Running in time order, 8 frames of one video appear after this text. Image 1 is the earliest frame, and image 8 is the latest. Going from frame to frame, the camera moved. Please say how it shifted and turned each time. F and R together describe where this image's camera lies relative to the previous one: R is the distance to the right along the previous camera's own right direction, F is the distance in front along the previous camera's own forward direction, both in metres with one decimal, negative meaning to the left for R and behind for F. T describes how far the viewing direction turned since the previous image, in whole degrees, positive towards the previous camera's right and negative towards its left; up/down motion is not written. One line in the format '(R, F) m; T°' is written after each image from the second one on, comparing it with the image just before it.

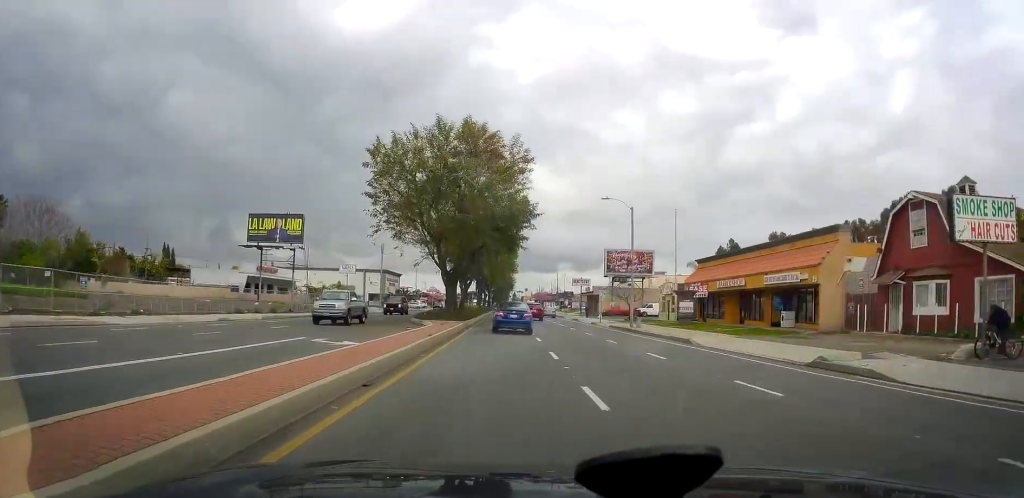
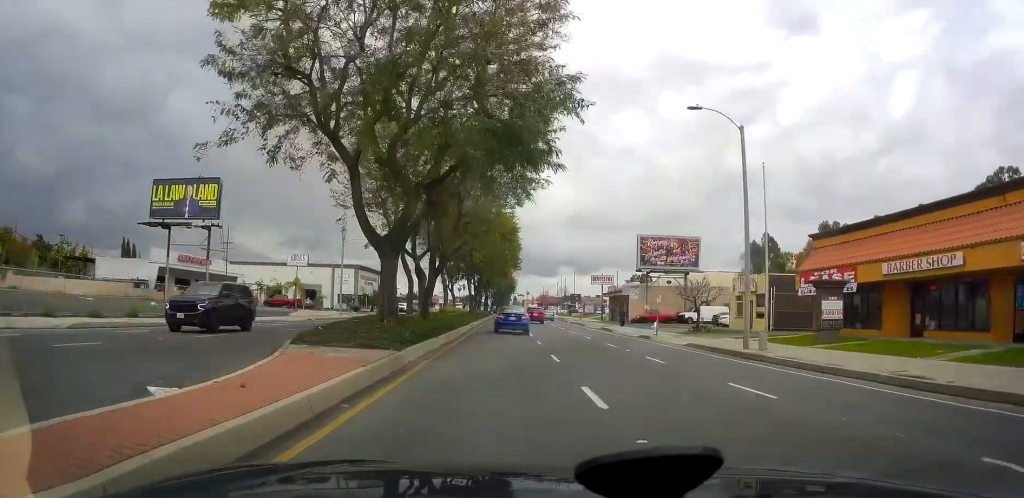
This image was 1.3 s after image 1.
(0.0, +21.5) m; 0°
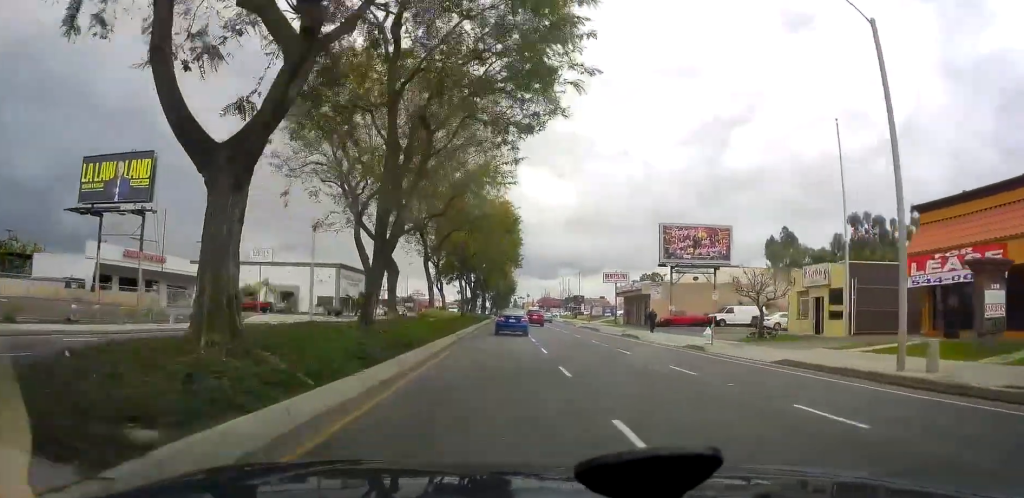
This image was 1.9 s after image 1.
(+0.1, +10.2) m; -1°
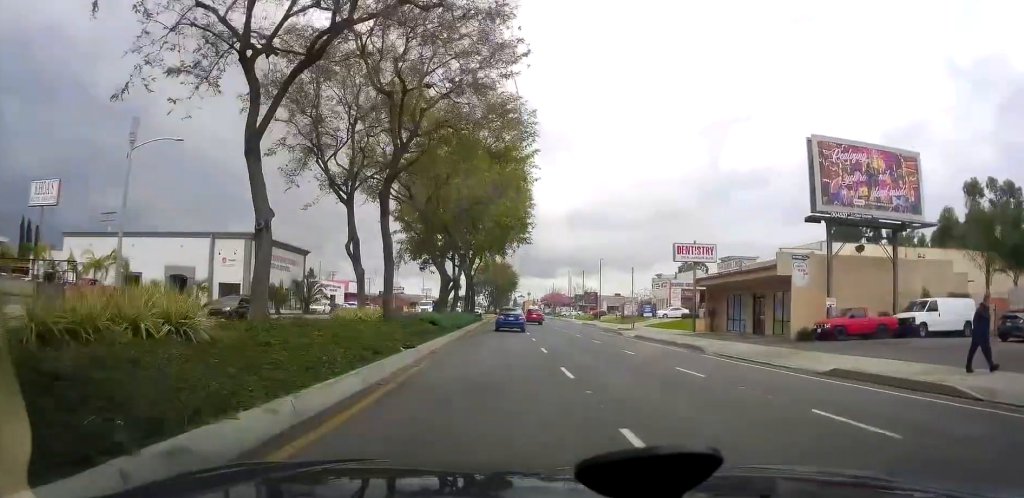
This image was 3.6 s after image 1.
(-0.2, +30.0) m; +1°
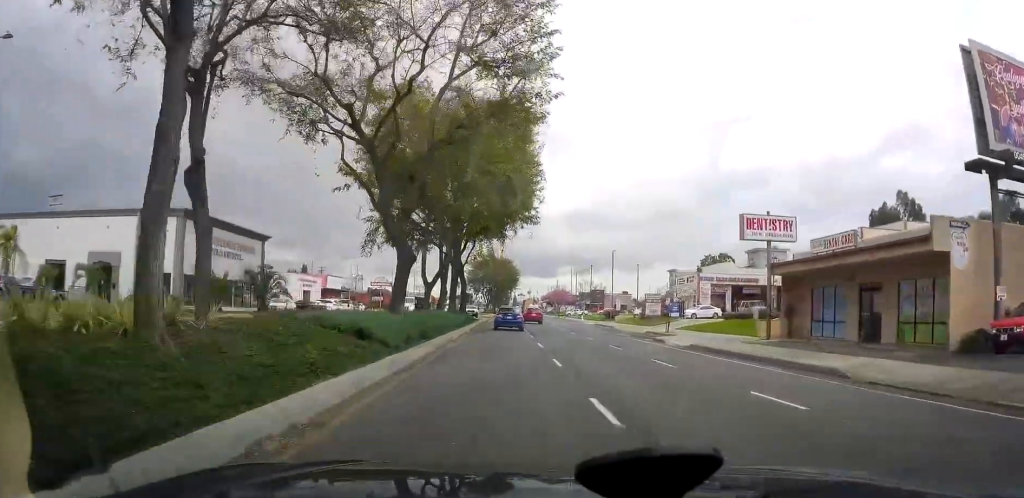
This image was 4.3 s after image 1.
(+0.1, +12.2) m; +1°
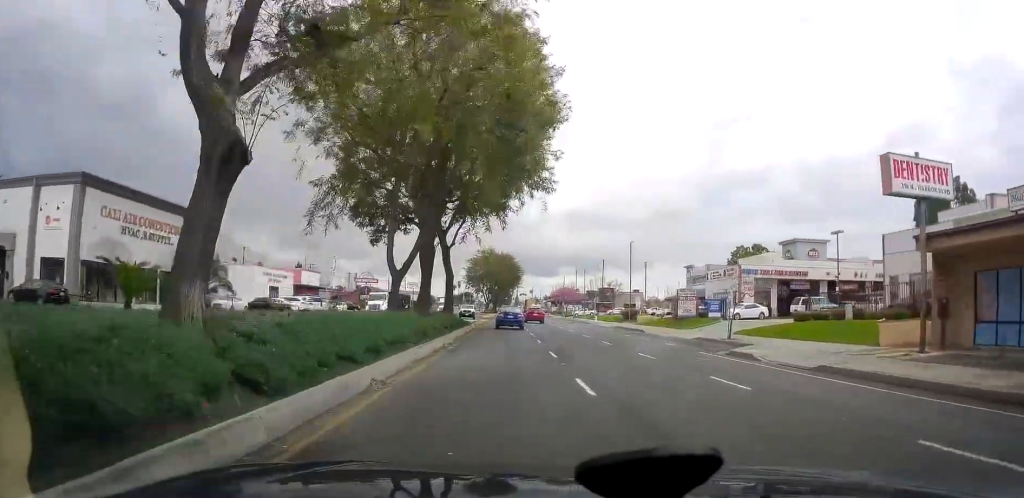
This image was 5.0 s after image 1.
(0.0, +12.2) m; 0°
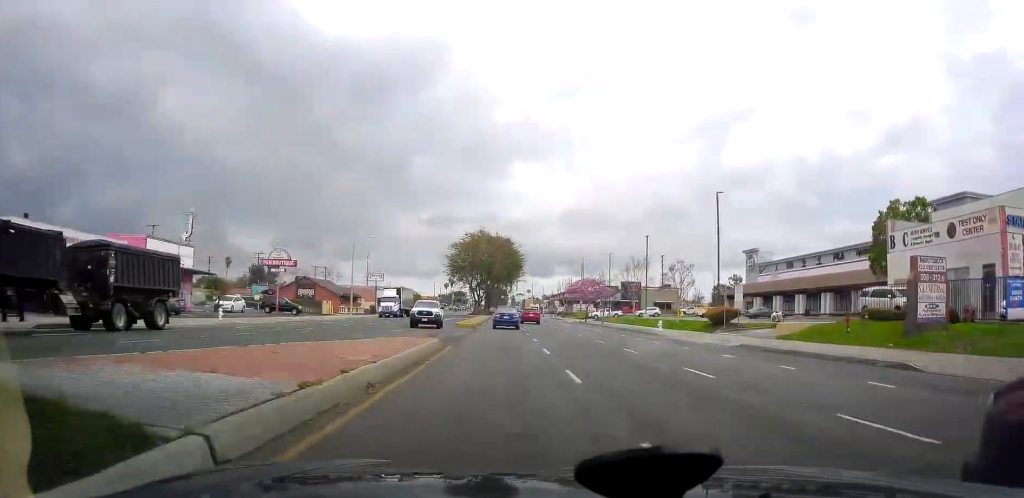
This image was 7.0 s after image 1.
(0.0, +34.7) m; 0°
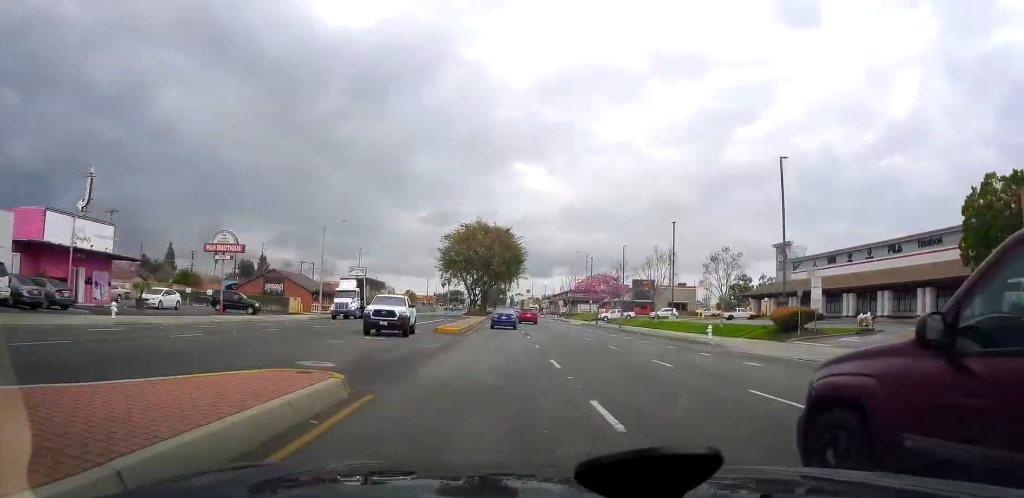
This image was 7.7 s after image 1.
(0.0, +11.8) m; 0°
